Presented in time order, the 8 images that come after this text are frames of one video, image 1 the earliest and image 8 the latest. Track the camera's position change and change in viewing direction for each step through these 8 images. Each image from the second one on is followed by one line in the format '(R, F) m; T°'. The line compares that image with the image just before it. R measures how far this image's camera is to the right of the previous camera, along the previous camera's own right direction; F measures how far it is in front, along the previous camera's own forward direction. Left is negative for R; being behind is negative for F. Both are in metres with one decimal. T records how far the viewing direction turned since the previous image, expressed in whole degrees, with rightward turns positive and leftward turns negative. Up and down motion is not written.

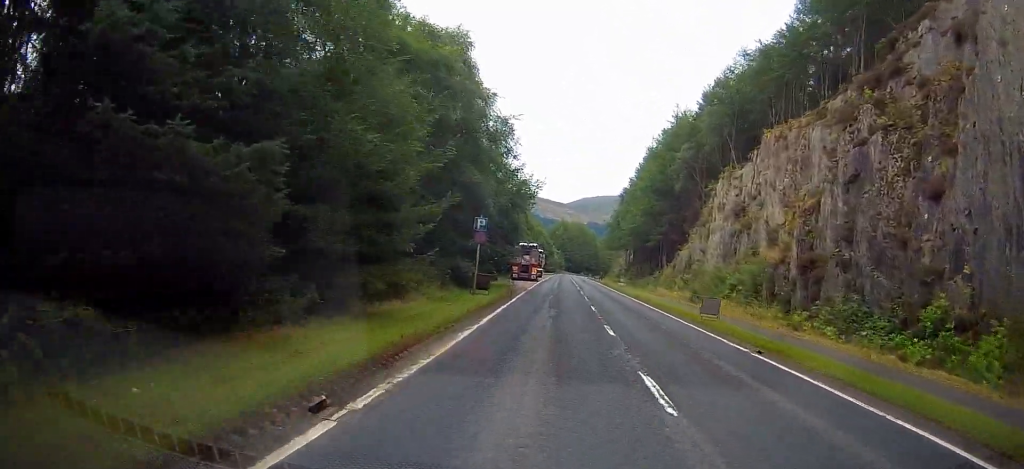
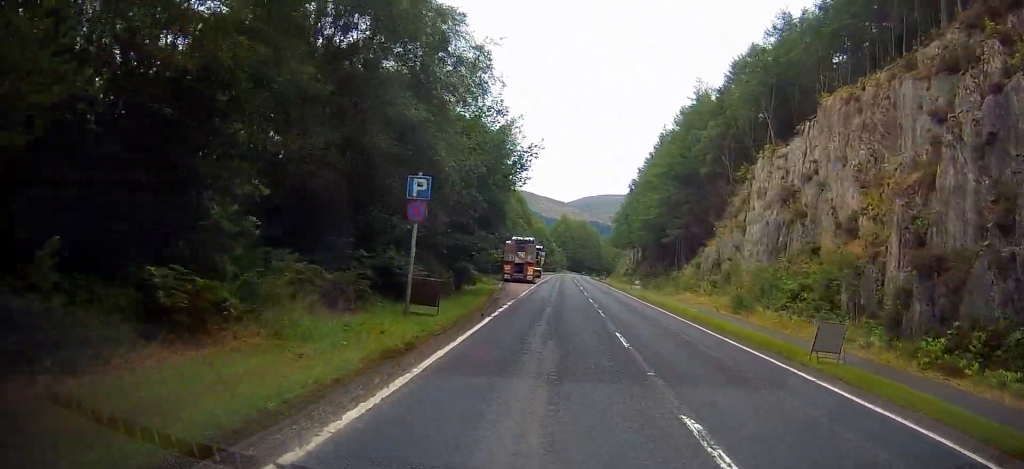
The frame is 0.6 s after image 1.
(+0.1, +11.8) m; -1°
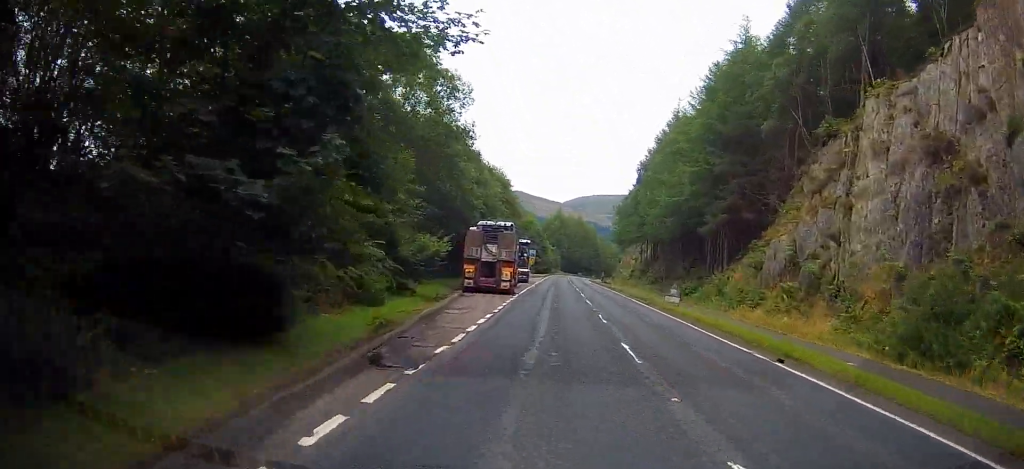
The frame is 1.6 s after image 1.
(-0.5, +19.6) m; 0°
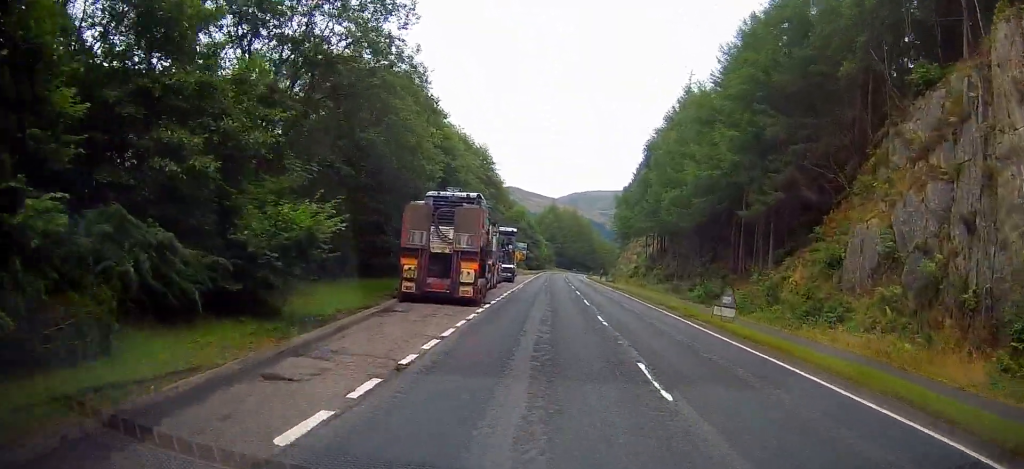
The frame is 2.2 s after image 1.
(+0.3, +12.3) m; +1°
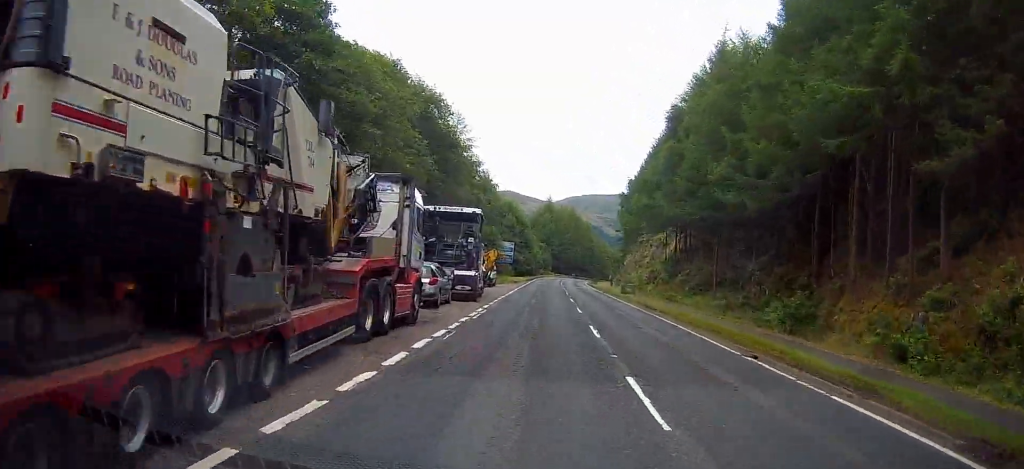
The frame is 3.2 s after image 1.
(+0.2, +19.5) m; 0°
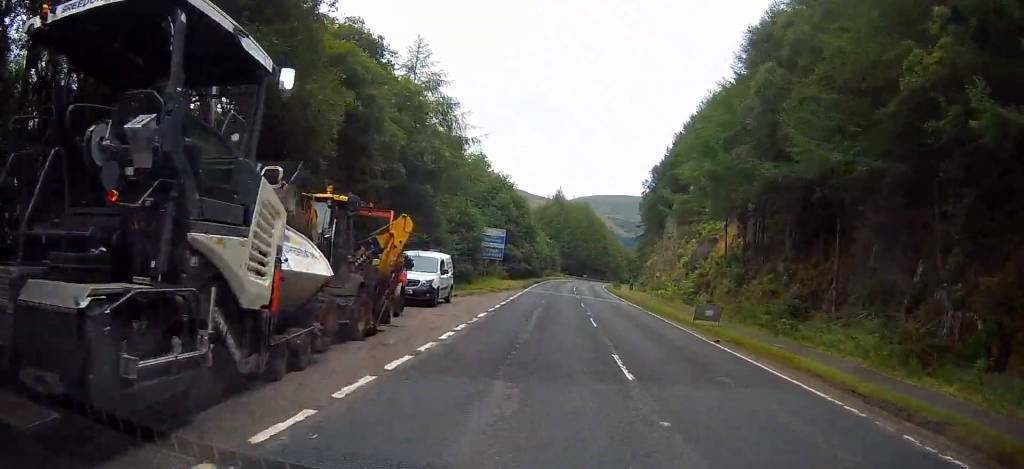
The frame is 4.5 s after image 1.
(-0.2, +22.8) m; -1°
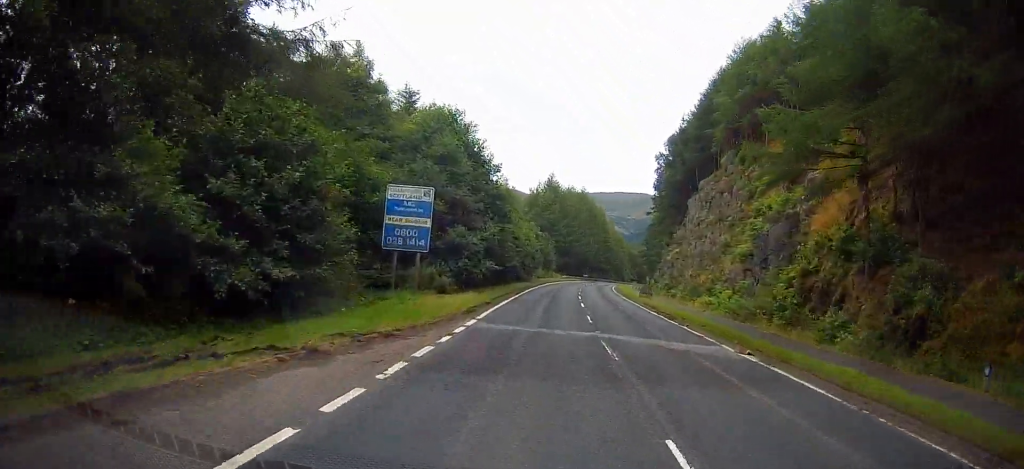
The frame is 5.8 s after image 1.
(0.0, +25.6) m; 0°
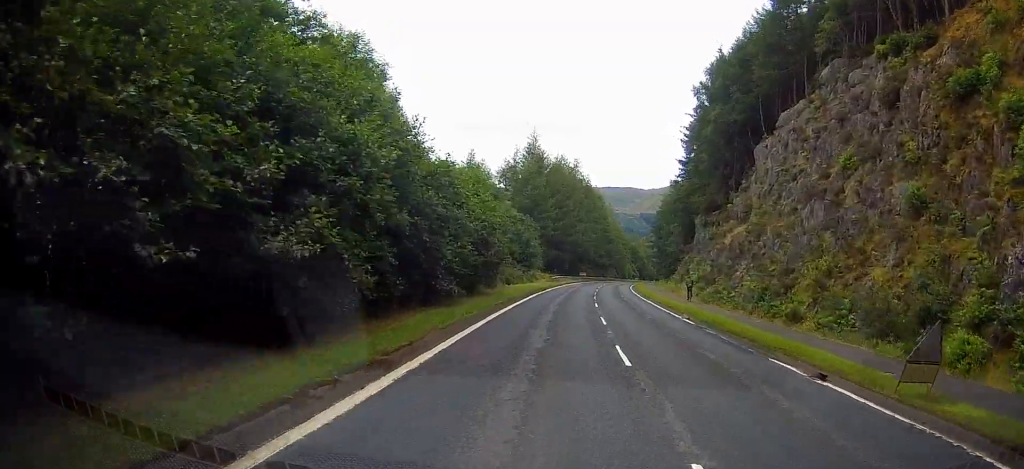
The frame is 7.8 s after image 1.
(+0.4, +36.5) m; +2°
